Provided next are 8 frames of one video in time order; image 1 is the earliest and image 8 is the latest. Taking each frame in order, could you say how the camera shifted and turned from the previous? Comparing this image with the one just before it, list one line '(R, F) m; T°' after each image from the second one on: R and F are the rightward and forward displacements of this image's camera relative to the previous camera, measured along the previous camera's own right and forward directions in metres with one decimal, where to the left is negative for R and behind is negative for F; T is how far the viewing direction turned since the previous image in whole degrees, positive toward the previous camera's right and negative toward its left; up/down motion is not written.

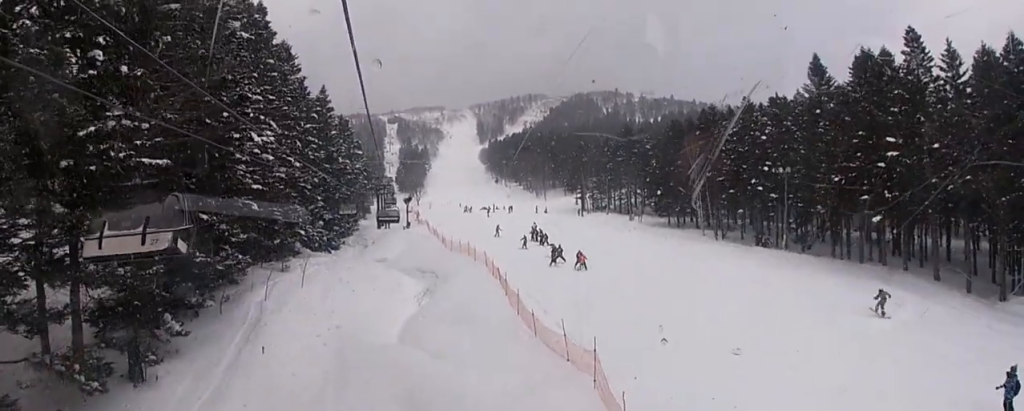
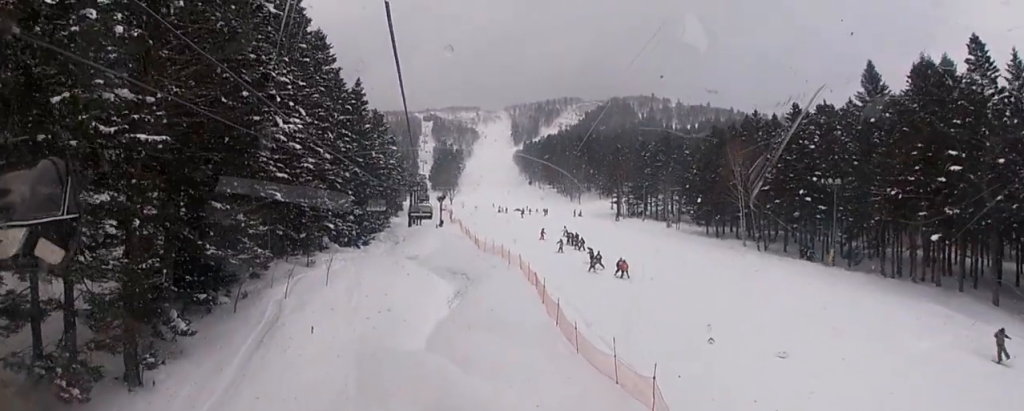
(+0.1, +2.5) m; +1°
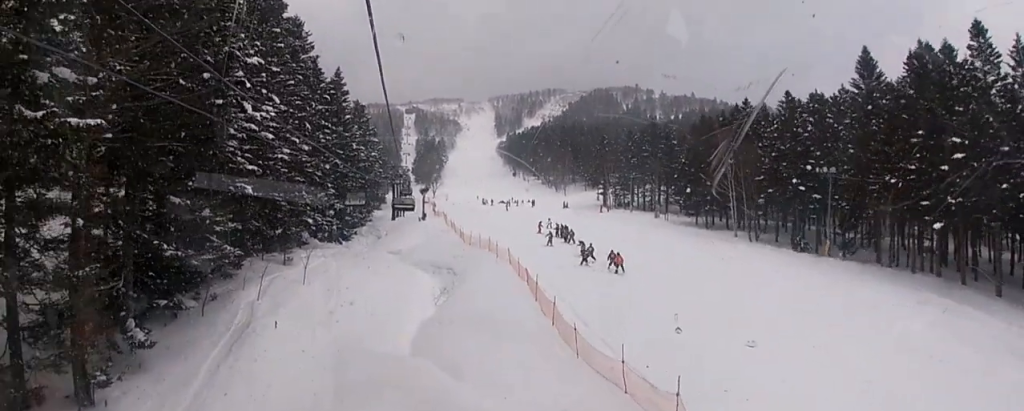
(0.0, +2.0) m; 0°
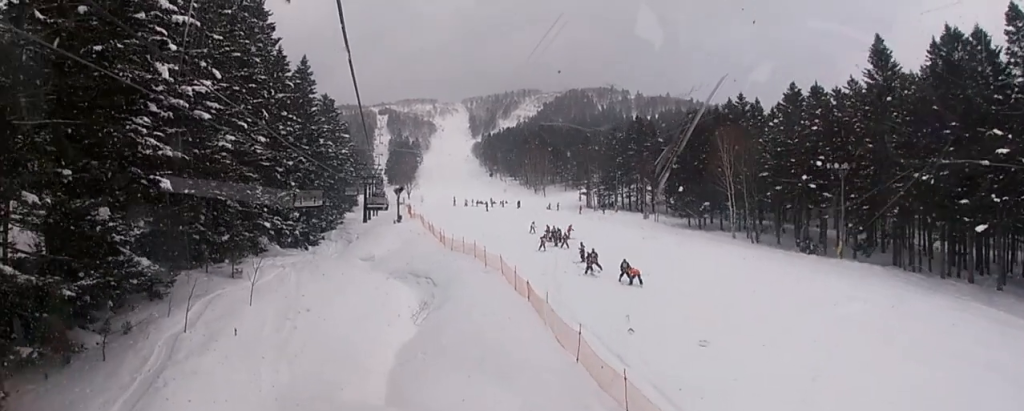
(0.0, +6.5) m; 0°
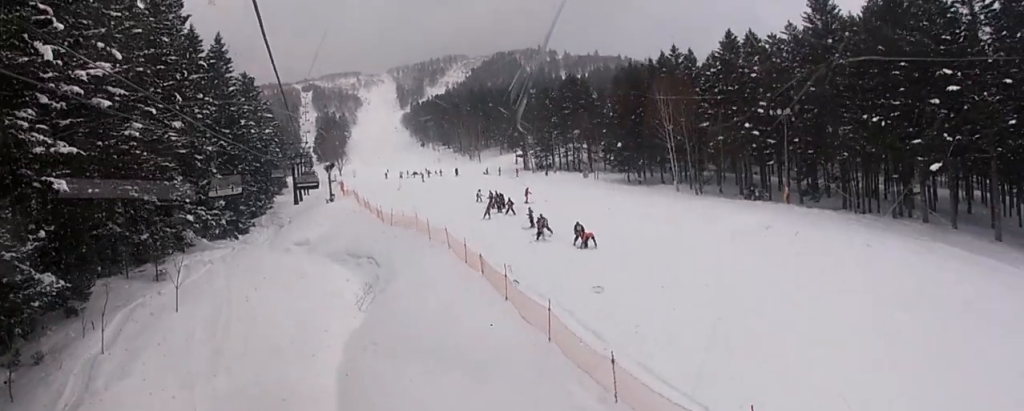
(0.0, +2.3) m; 0°
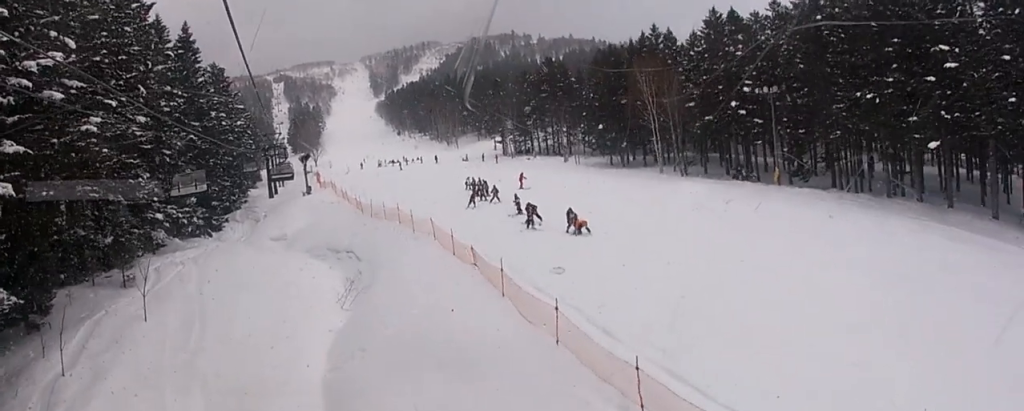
(0.0, +1.8) m; 0°
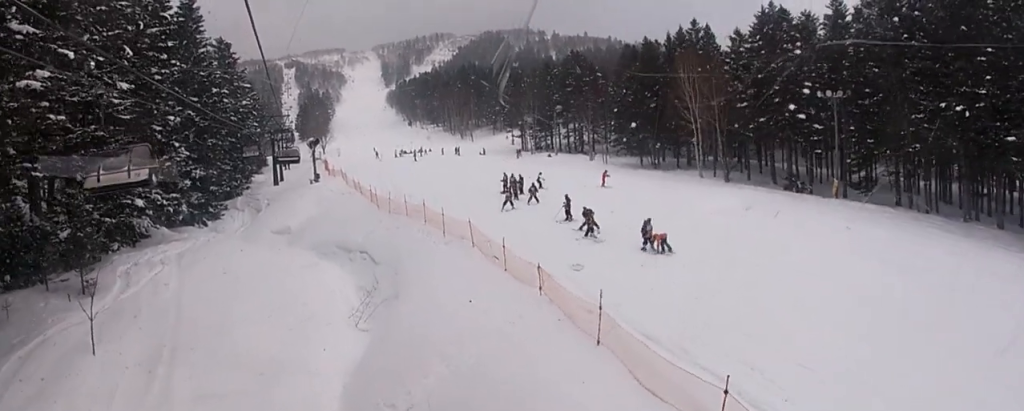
(-0.1, +6.3) m; -3°
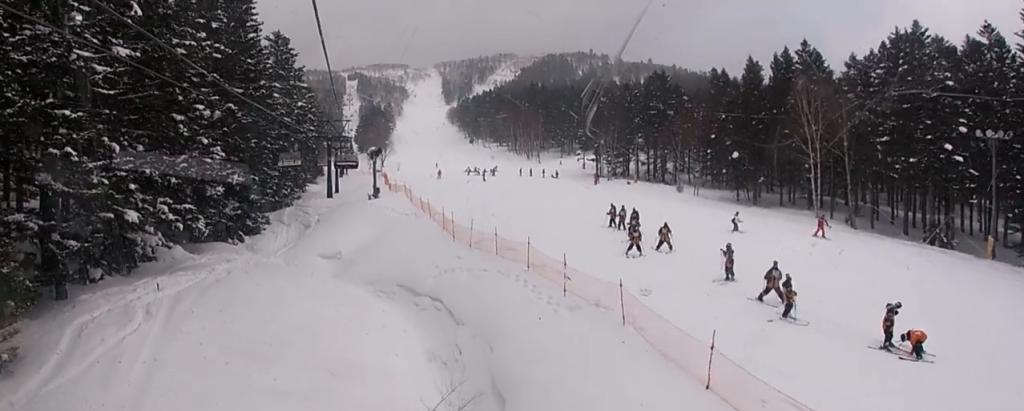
(-0.5, +9.9) m; -4°
